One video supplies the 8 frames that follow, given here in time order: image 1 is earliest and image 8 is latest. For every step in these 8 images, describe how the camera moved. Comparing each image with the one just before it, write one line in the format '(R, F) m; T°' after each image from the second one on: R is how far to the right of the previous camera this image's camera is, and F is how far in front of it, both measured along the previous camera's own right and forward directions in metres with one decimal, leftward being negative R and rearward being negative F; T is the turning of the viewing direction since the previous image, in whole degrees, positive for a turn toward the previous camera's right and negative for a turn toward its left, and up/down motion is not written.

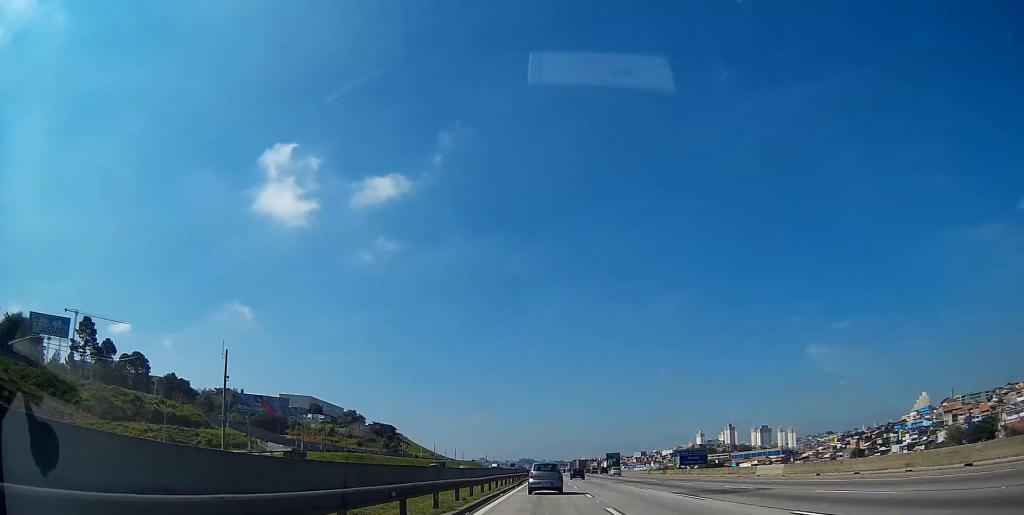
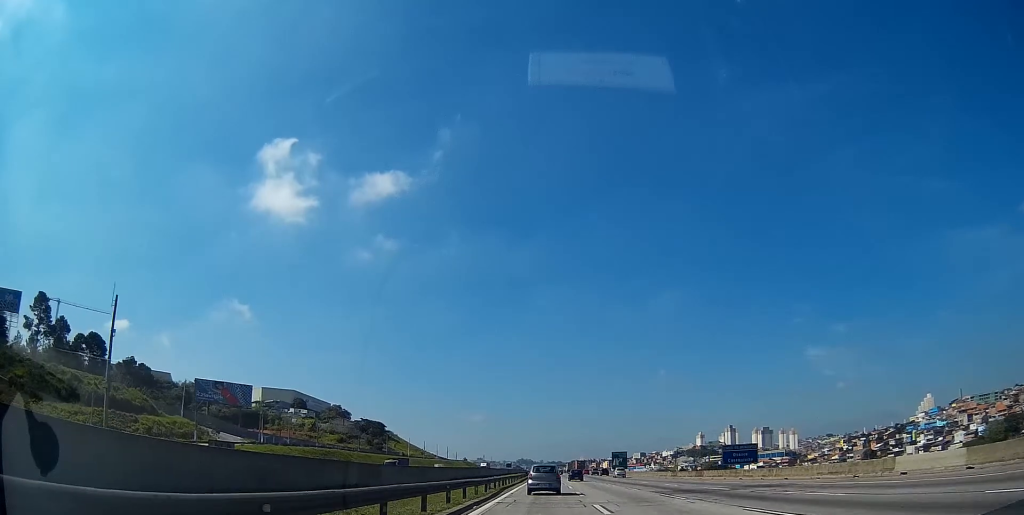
(0.0, +21.4) m; 0°
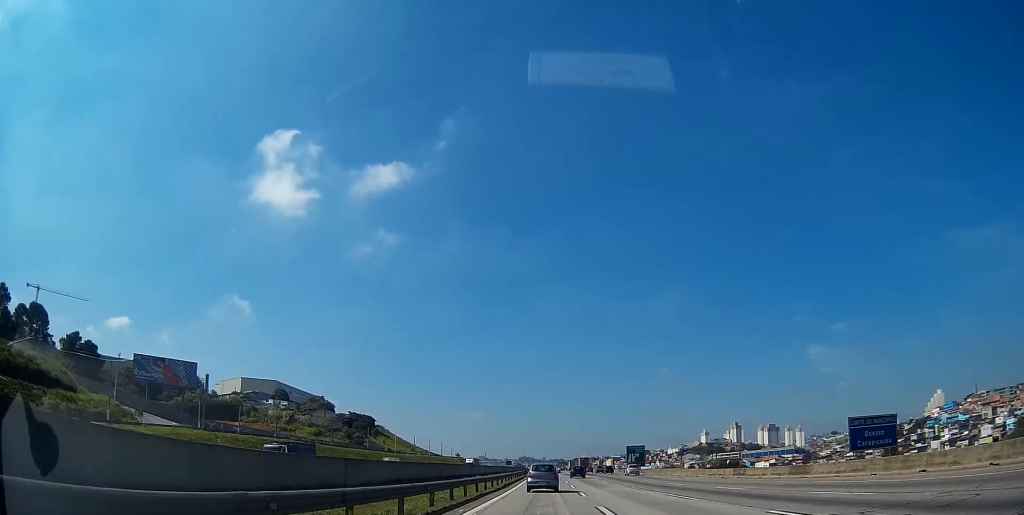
(+0.1, +26.6) m; 0°
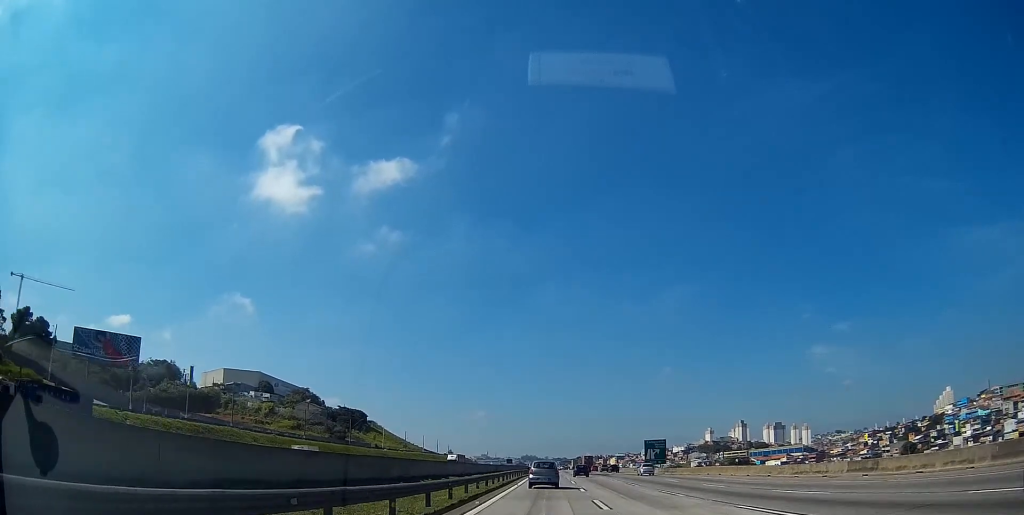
(+0.1, +21.3) m; 0°
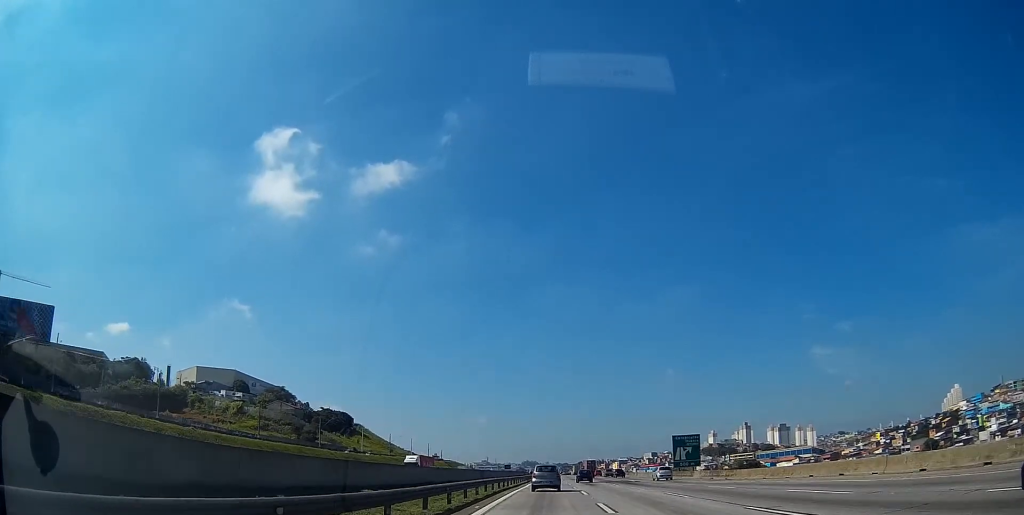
(0.0, +24.9) m; 0°
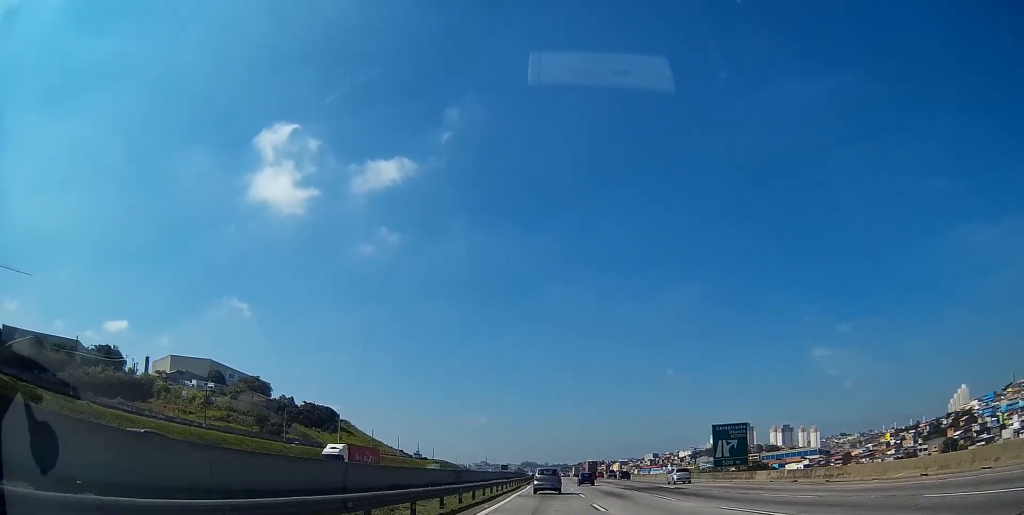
(0.0, +21.3) m; 0°
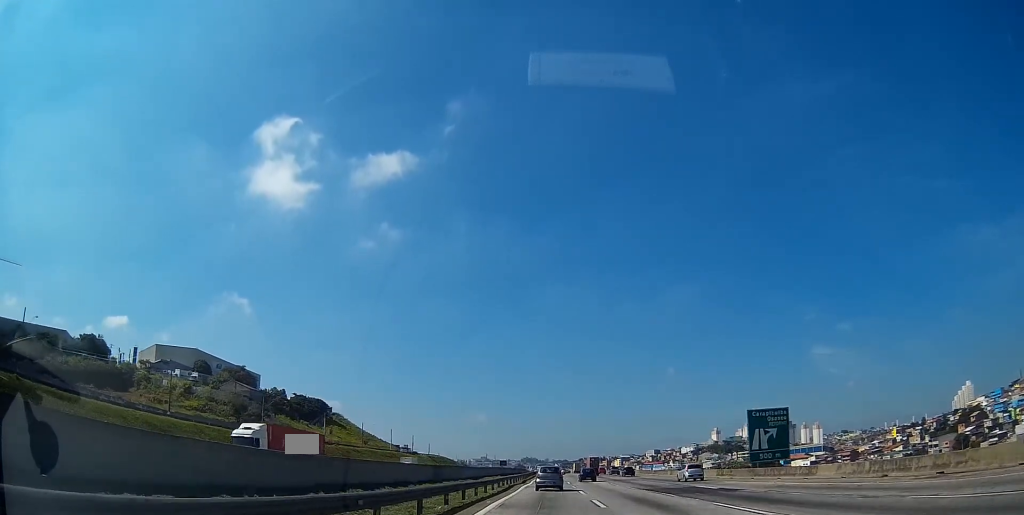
(0.0, +11.7) m; 0°
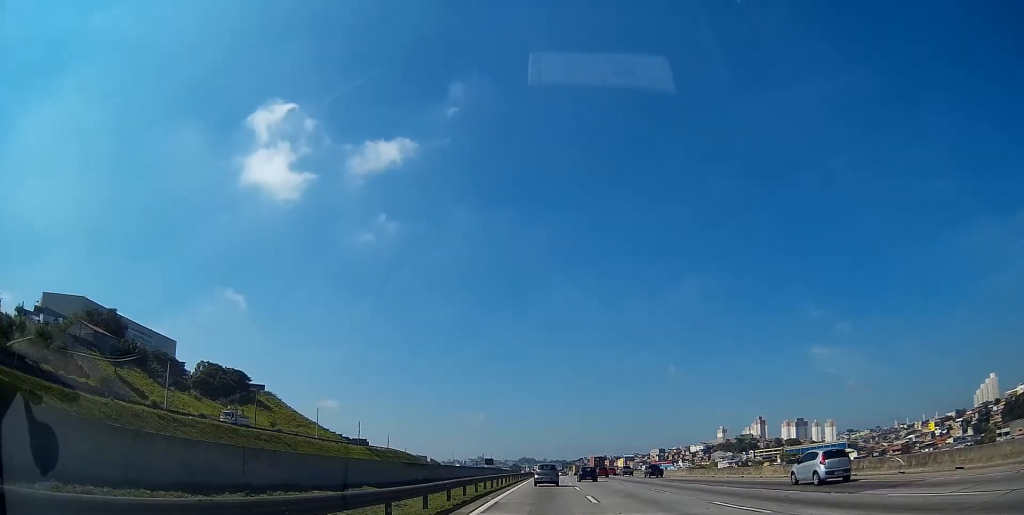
(+0.1, +71.3) m; 0°
